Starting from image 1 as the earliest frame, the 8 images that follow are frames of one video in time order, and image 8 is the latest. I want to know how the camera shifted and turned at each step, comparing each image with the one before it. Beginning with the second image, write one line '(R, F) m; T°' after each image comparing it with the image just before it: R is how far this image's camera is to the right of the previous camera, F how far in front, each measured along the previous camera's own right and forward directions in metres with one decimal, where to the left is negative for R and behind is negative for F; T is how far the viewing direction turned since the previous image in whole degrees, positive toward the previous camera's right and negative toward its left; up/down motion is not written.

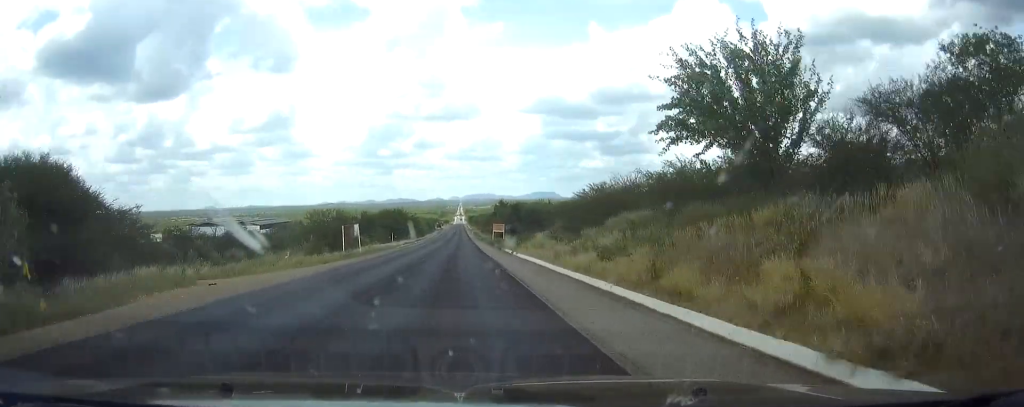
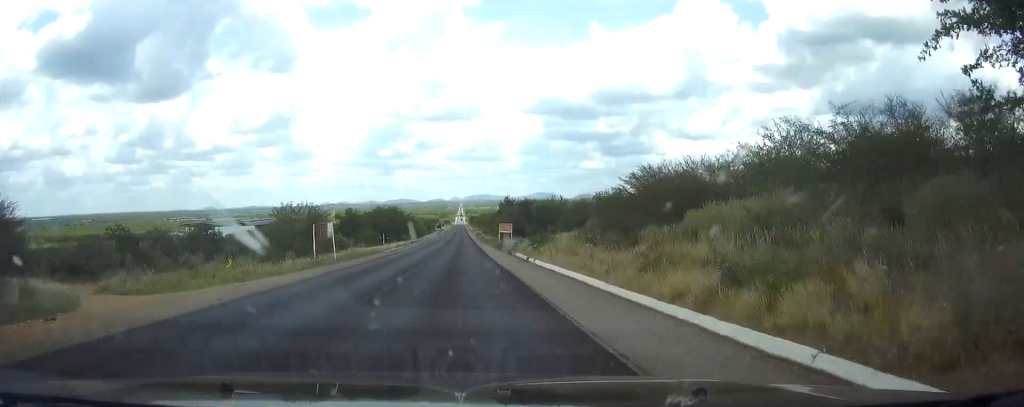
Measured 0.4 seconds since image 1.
(0.0, +12.0) m; 0°
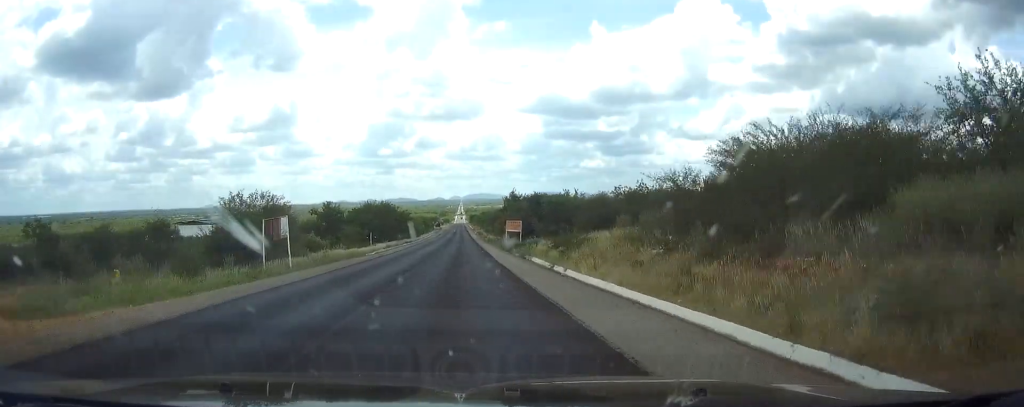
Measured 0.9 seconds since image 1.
(+0.1, +12.2) m; 0°
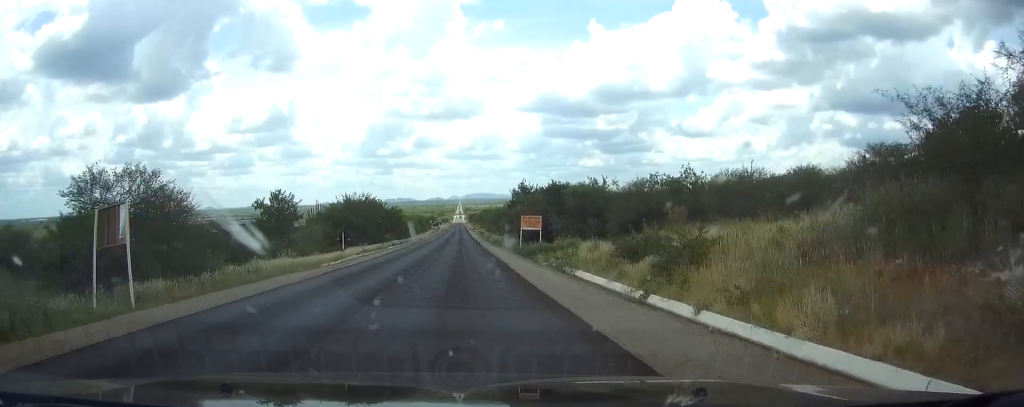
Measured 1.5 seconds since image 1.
(0.0, +16.6) m; 0°
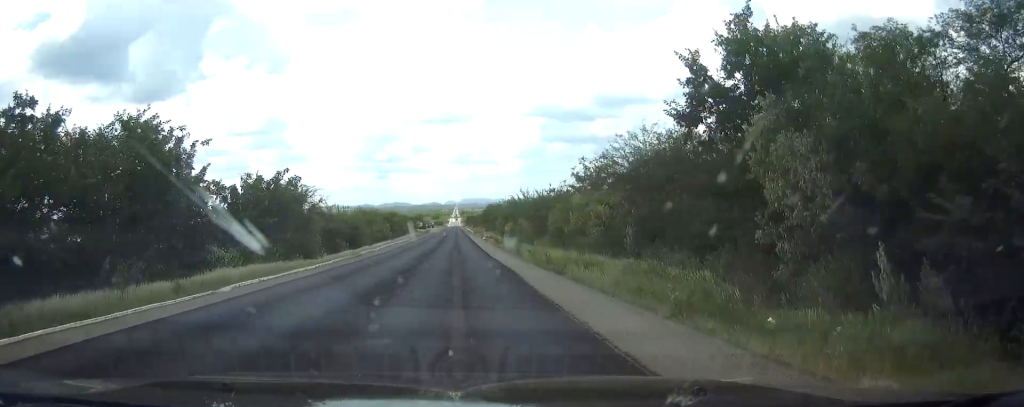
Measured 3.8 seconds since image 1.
(-0.3, +65.1) m; 0°
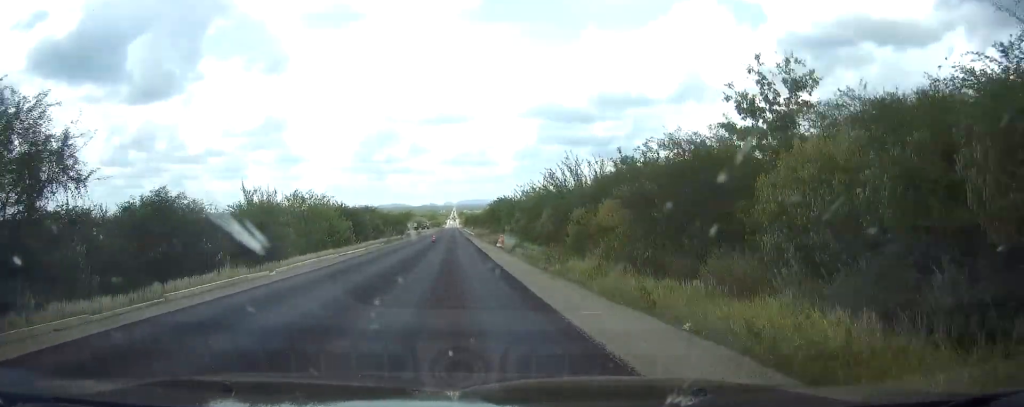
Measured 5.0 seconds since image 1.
(+0.1, +34.1) m; 0°
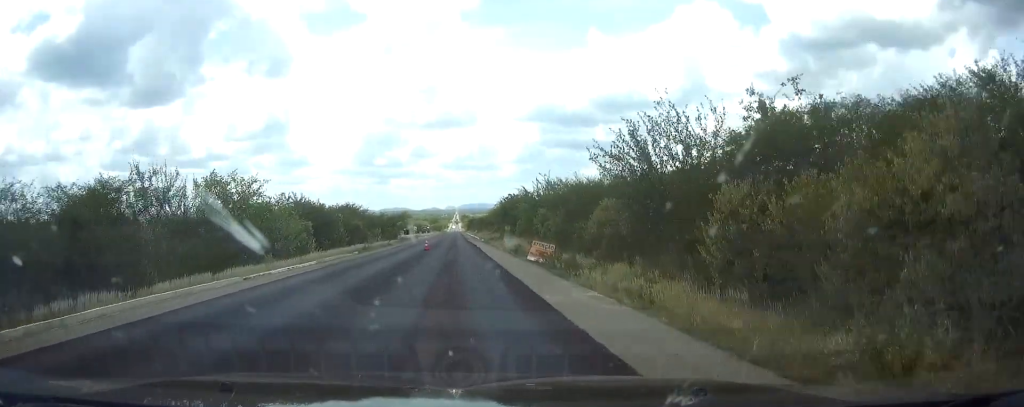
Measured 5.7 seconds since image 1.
(-0.1, +20.6) m; 0°
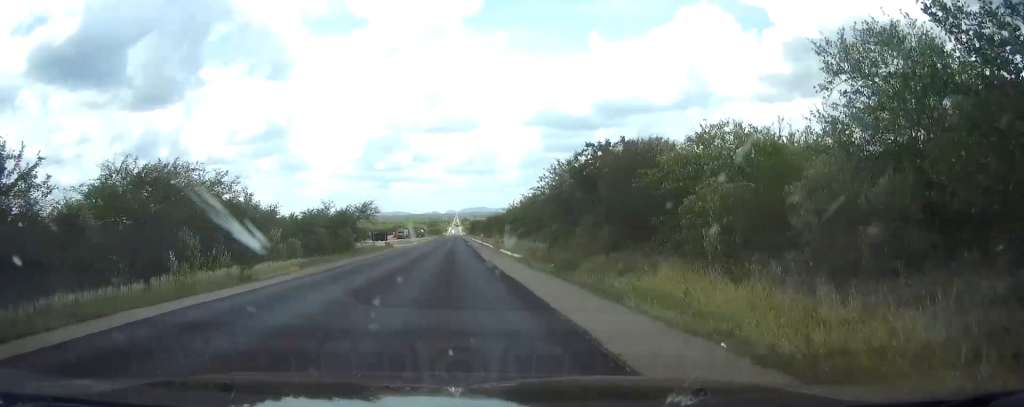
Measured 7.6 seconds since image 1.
(-0.1, +53.6) m; 0°
